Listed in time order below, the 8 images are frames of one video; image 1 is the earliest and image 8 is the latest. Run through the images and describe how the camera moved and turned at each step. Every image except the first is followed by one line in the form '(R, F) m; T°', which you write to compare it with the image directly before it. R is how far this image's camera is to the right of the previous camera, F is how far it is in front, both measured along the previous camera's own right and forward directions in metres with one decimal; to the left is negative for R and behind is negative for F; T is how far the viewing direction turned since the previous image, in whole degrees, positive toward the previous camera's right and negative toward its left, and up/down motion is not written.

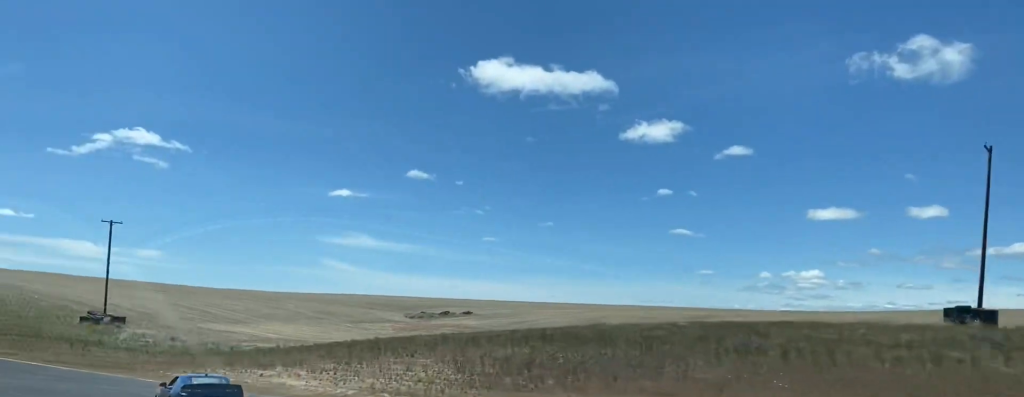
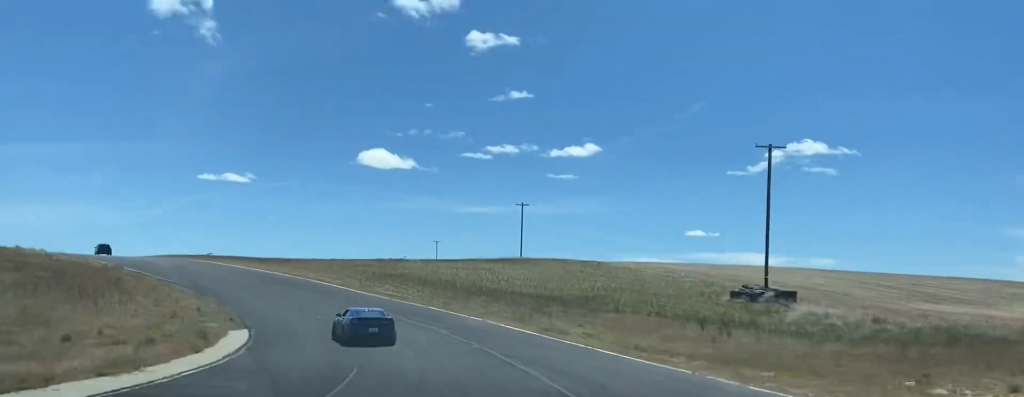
(-13.6, +37.6) m; -40°
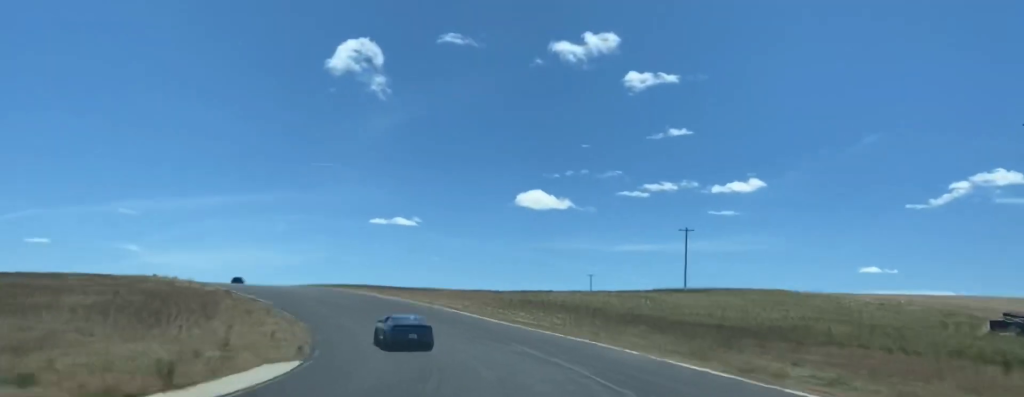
(-2.2, +11.7) m; -8°
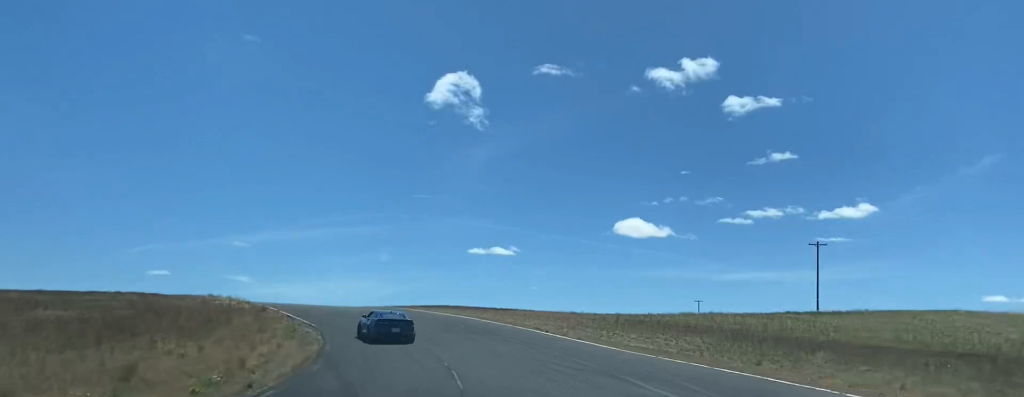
(-1.3, +13.7) m; -9°
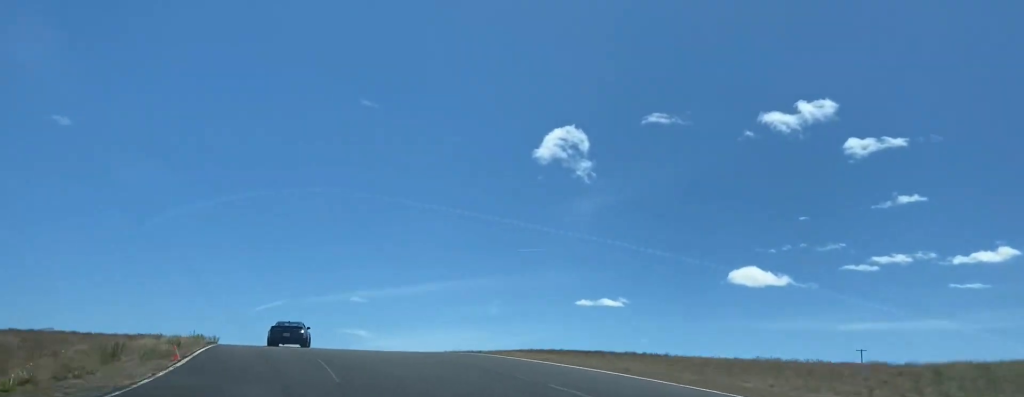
(-3.4, +32.2) m; -12°
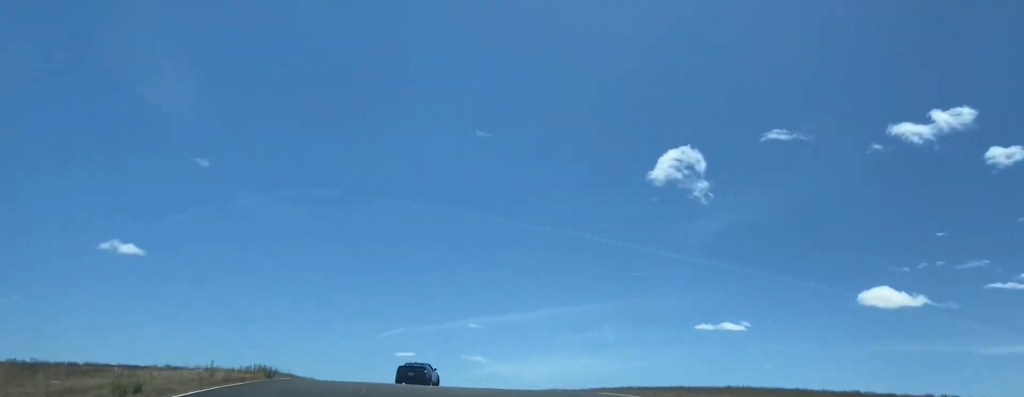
(-1.1, +16.1) m; -5°
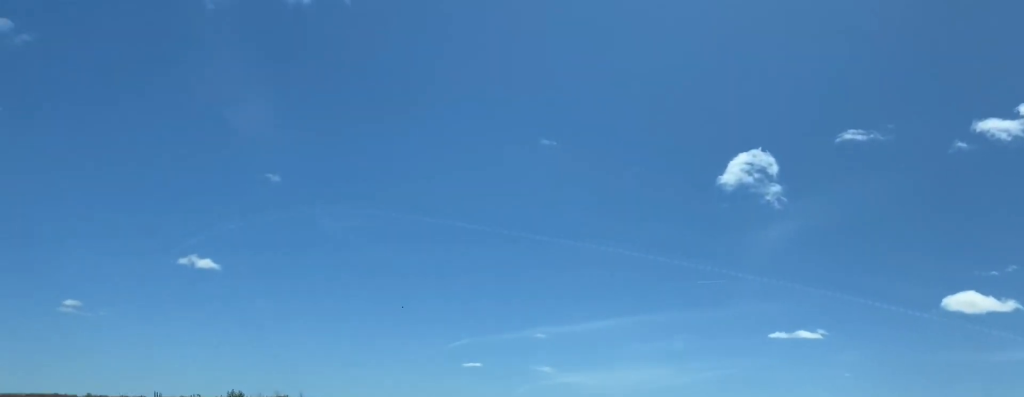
(-0.6, +15.5) m; -1°
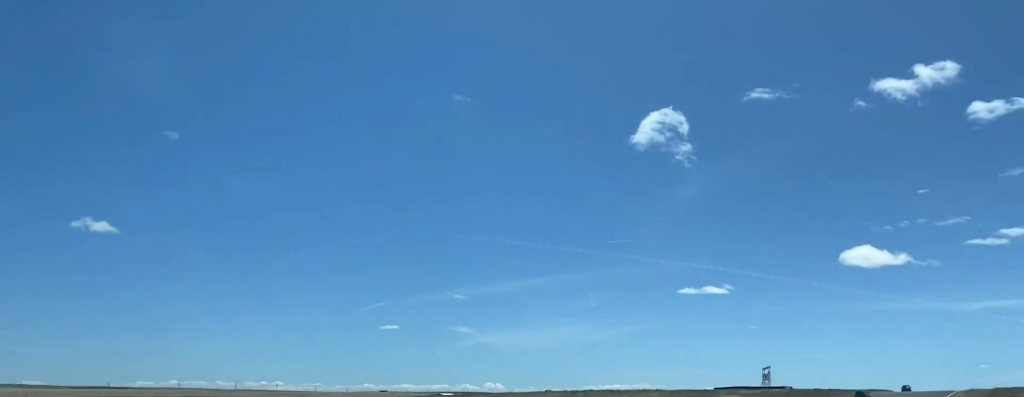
(-0.5, +29.3) m; +5°
